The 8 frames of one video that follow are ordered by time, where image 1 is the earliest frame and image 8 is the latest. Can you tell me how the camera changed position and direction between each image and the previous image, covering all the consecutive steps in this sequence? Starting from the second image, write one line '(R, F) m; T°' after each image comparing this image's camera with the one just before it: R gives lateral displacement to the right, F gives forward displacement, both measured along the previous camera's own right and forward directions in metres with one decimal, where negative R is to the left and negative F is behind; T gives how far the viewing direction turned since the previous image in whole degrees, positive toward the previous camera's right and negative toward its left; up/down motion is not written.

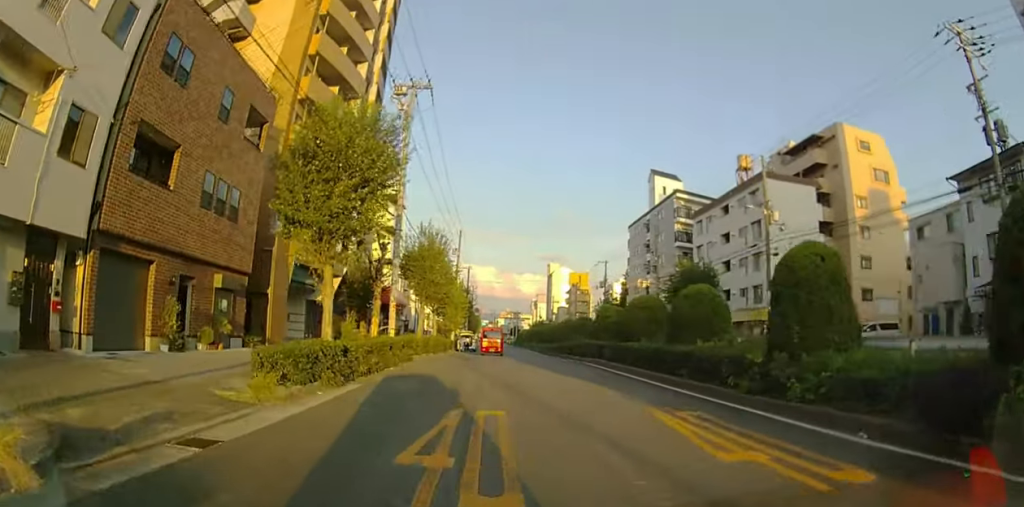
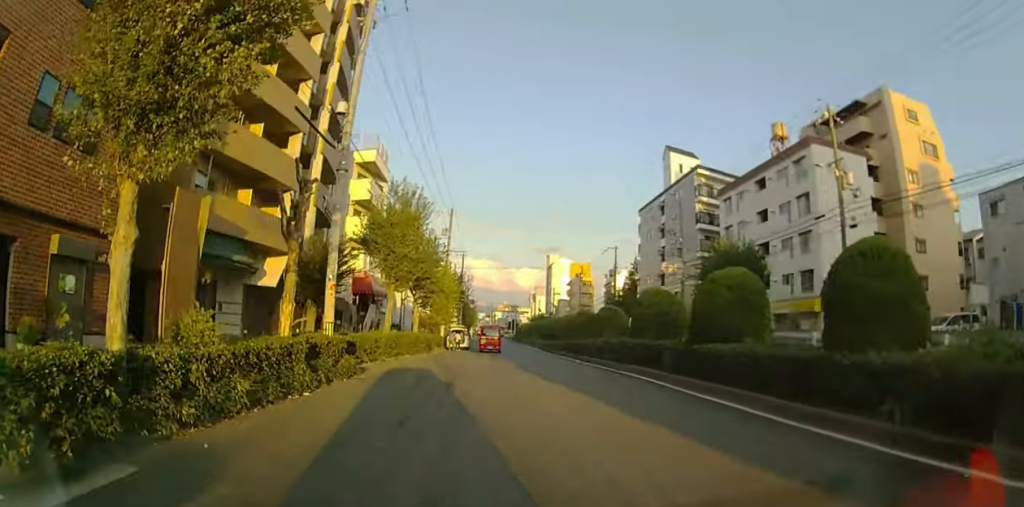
(+0.2, +8.1) m; +2°
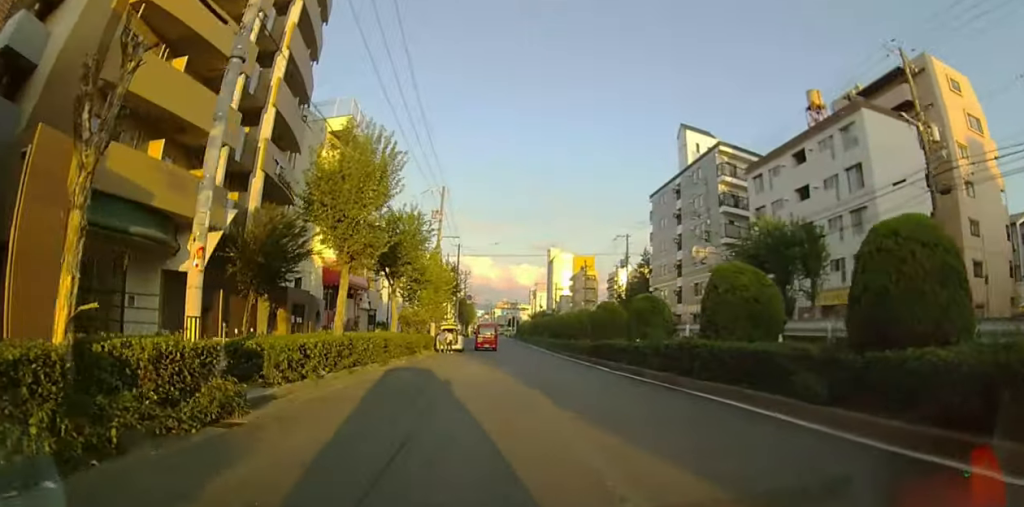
(+0.1, +6.6) m; 0°
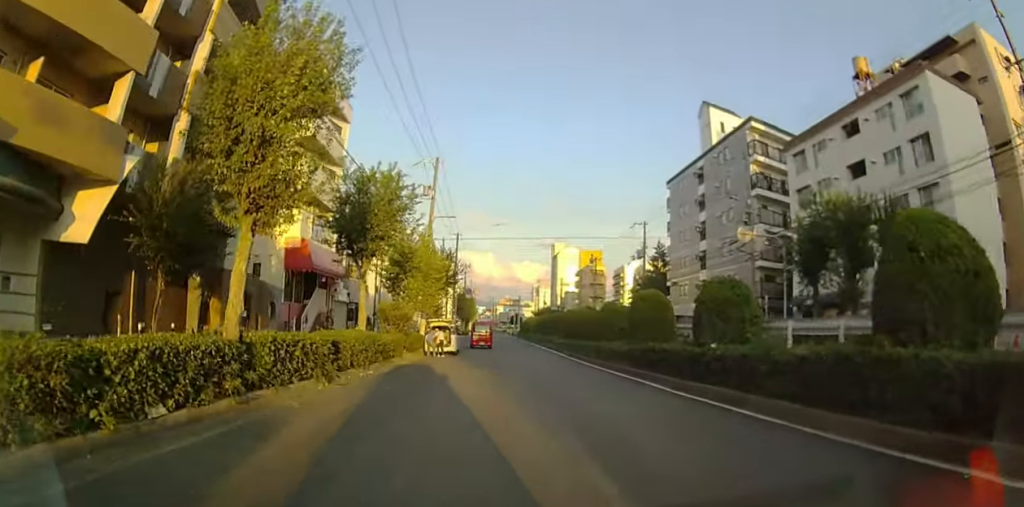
(0.0, +6.4) m; 0°
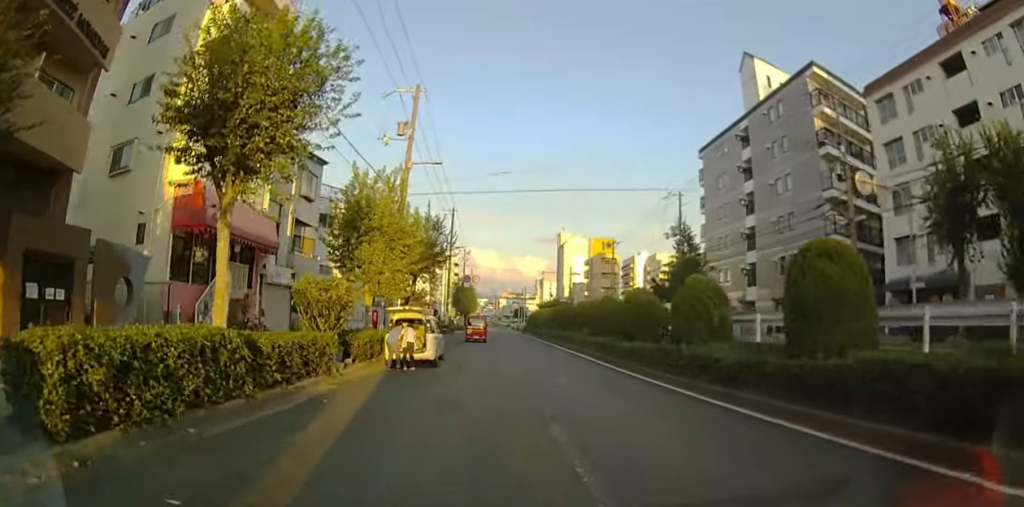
(0.0, +10.1) m; 0°
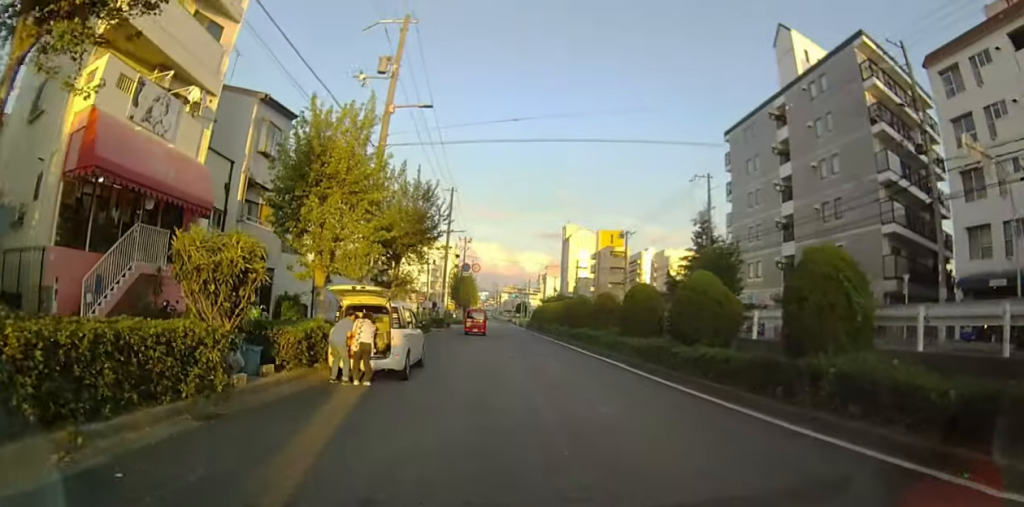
(0.0, +5.7) m; 0°
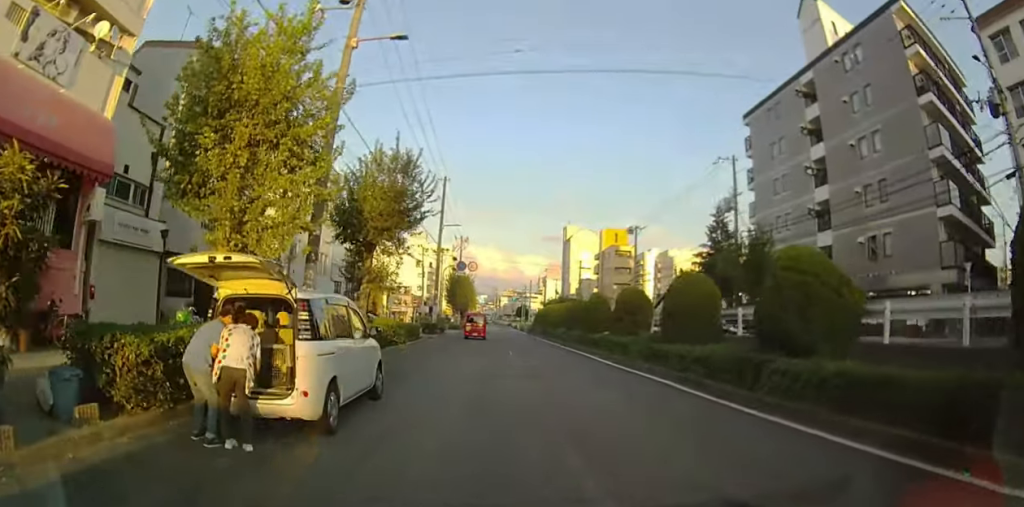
(0.0, +5.2) m; 0°
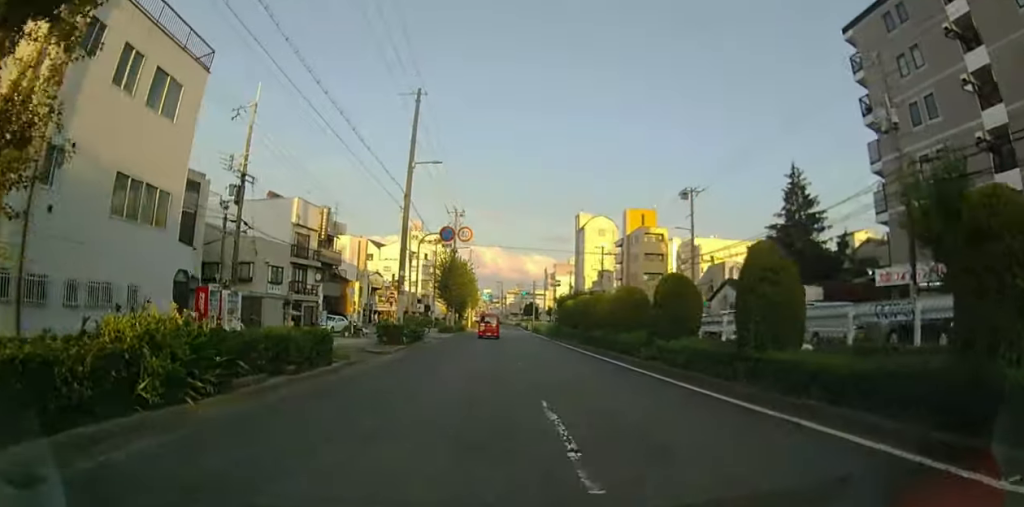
(0.0, +16.4) m; -1°
